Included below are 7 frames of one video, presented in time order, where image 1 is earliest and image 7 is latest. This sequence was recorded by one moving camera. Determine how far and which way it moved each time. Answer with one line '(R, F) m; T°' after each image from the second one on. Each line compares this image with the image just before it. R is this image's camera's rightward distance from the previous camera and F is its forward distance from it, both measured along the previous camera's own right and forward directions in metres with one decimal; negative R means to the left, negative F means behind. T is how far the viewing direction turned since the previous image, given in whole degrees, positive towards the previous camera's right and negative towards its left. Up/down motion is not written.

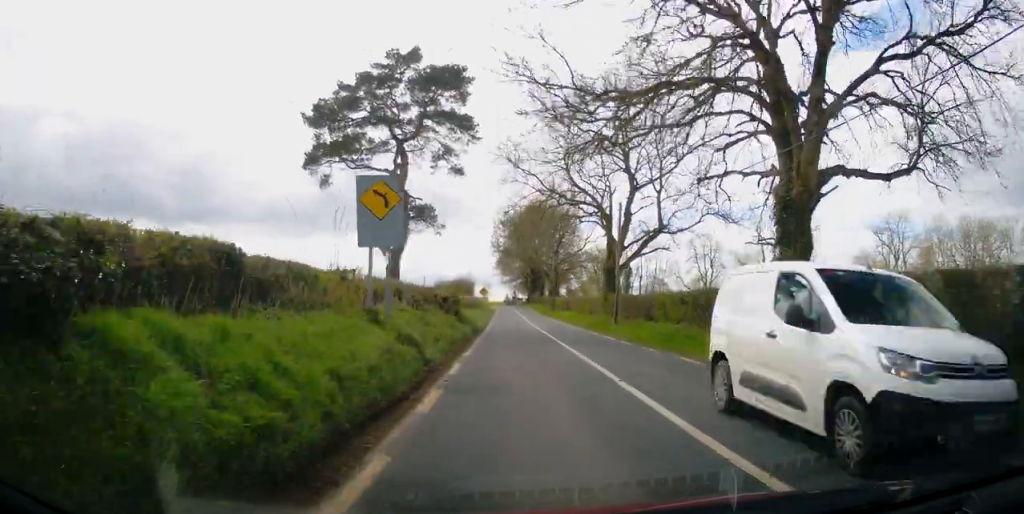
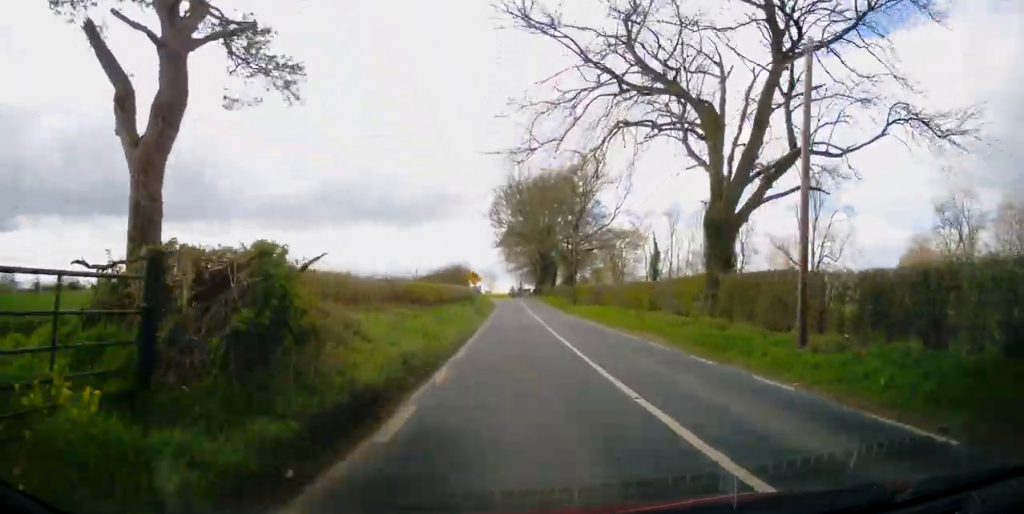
(+0.3, +20.8) m; +1°
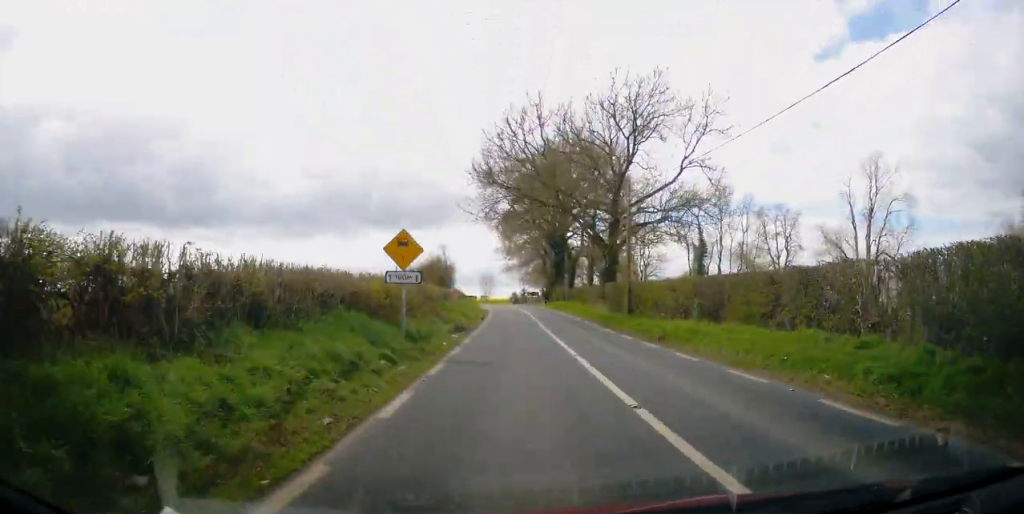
(0.0, +26.1) m; 0°
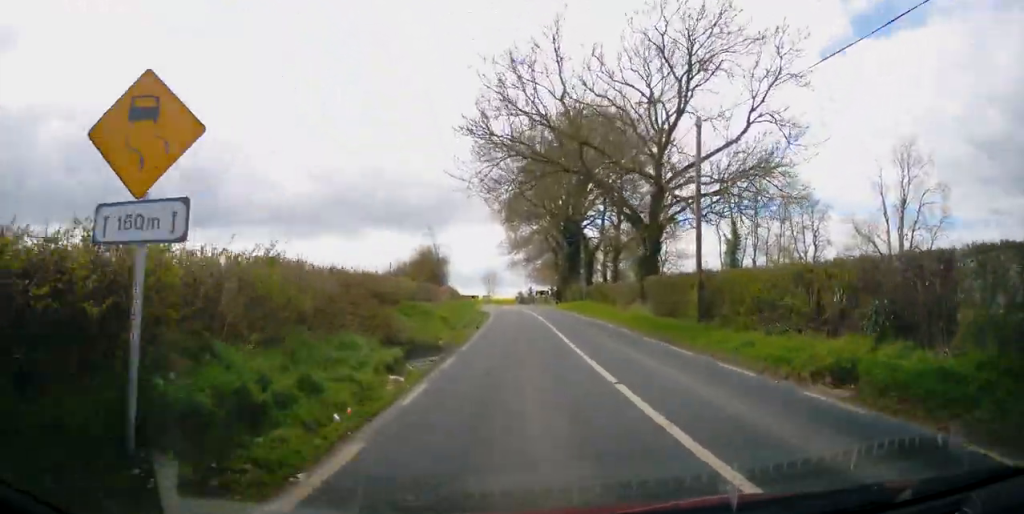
(0.0, +10.9) m; 0°
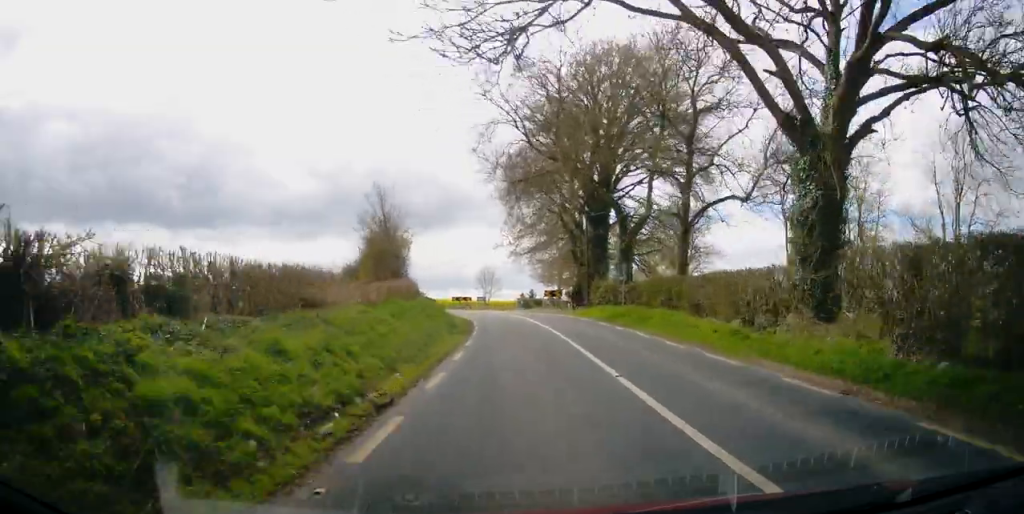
(0.0, +18.5) m; -1°
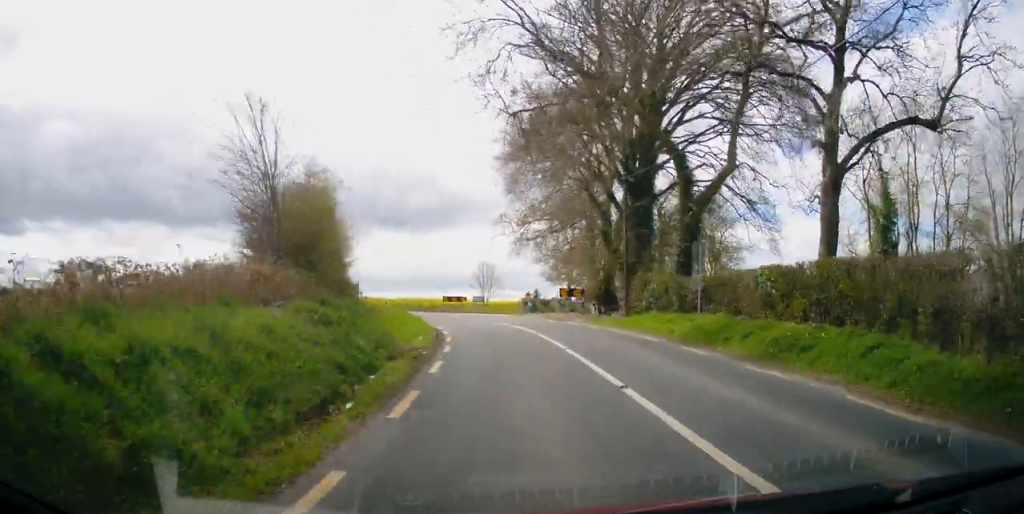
(-0.4, +14.2) m; 0°
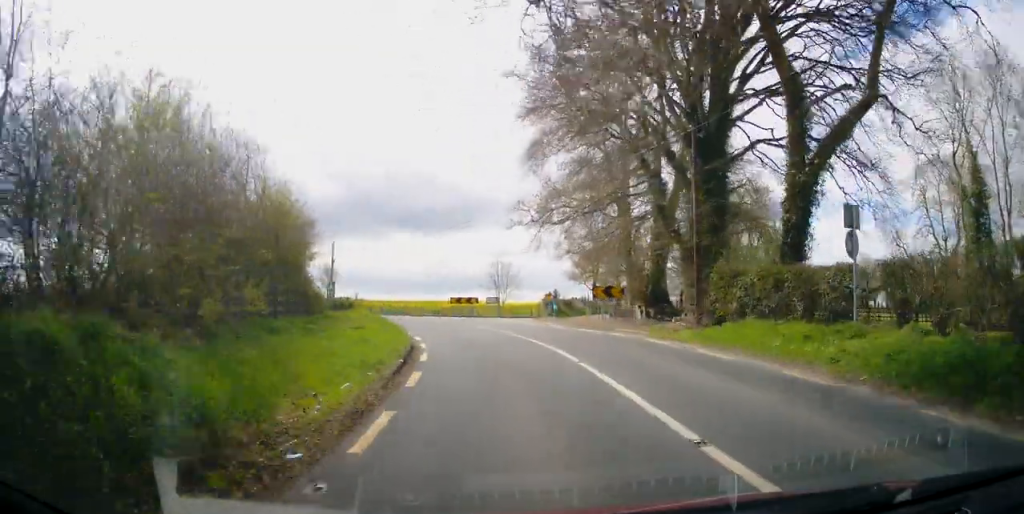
(+0.3, +9.5) m; 0°
